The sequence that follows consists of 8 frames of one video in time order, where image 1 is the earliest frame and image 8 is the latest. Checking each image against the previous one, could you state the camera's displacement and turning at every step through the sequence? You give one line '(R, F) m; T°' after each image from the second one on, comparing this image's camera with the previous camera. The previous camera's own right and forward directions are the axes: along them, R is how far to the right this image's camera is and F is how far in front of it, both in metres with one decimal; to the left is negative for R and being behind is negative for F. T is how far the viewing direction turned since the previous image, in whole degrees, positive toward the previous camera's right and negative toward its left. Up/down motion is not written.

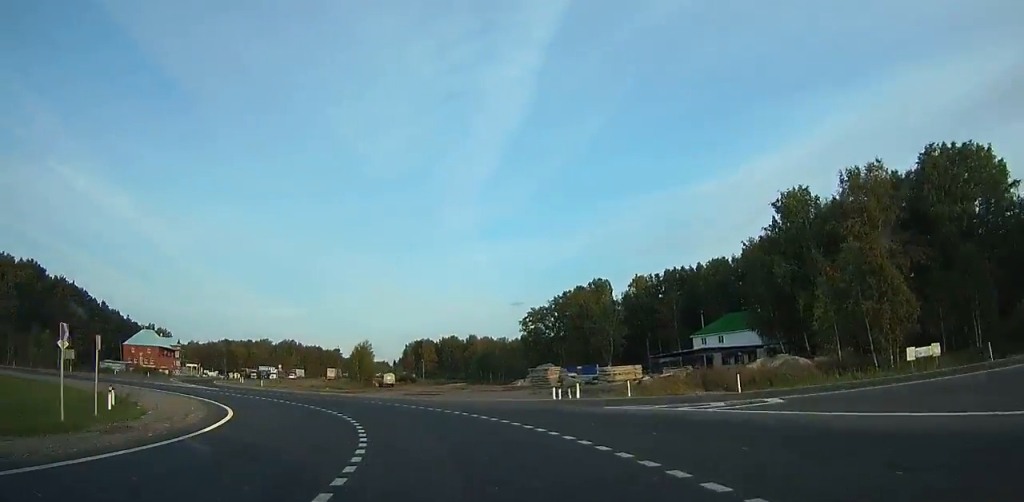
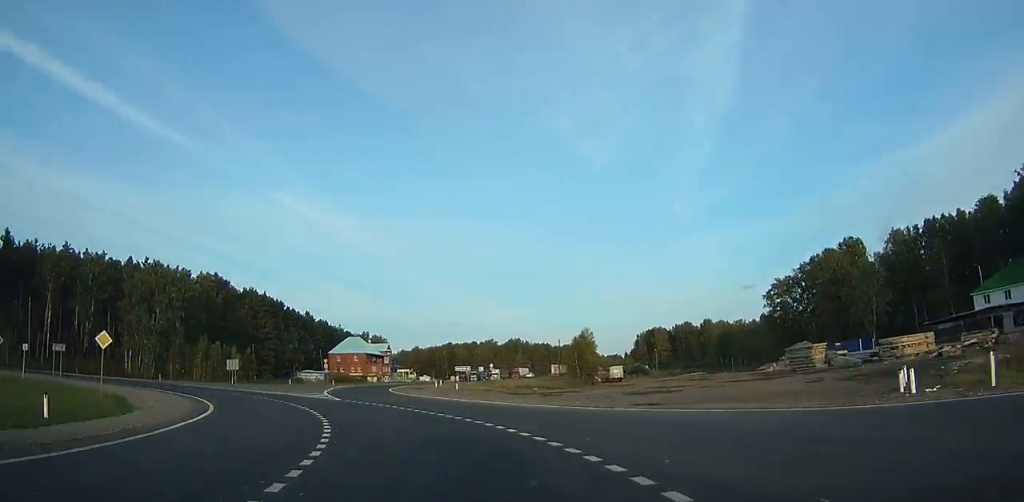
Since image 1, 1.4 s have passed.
(+1.8, +14.8) m; -13°
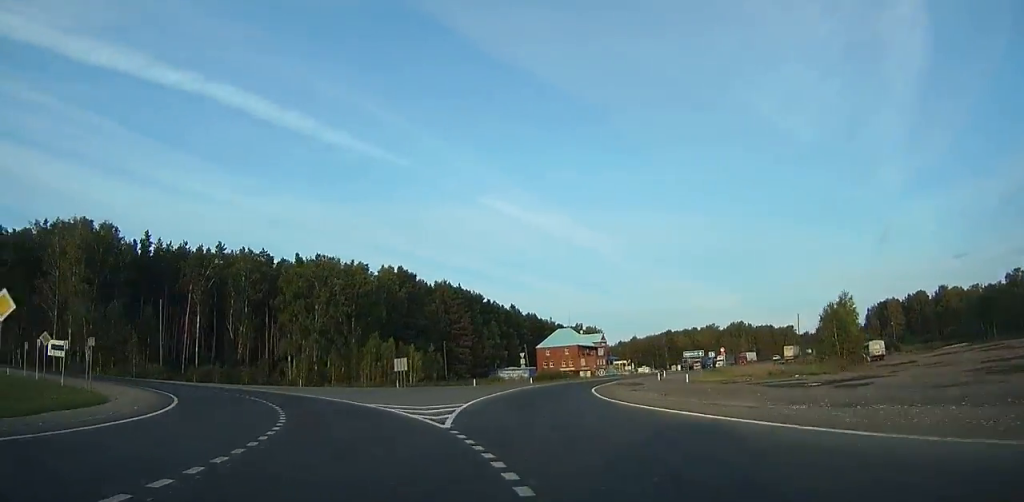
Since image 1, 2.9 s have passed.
(-5.4, +16.3) m; -13°
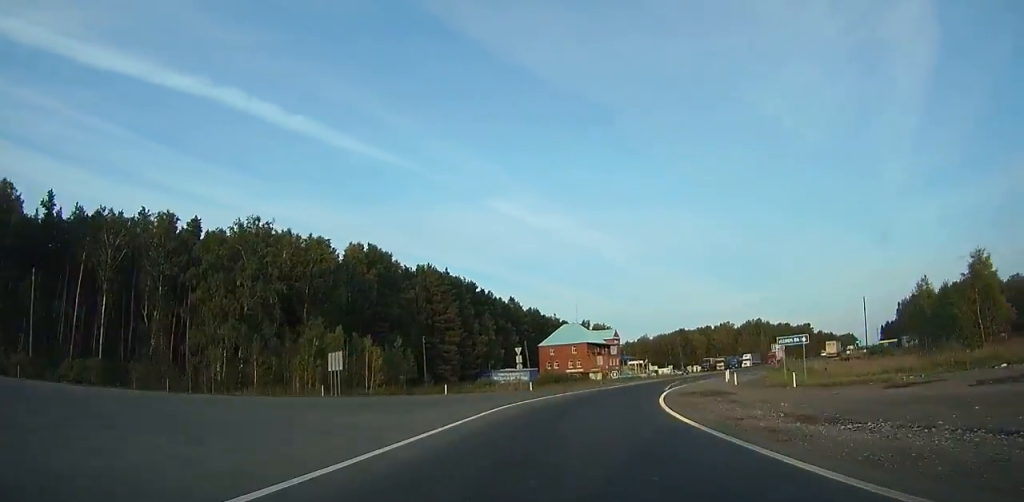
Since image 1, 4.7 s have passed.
(-2.9, +20.6) m; -13°
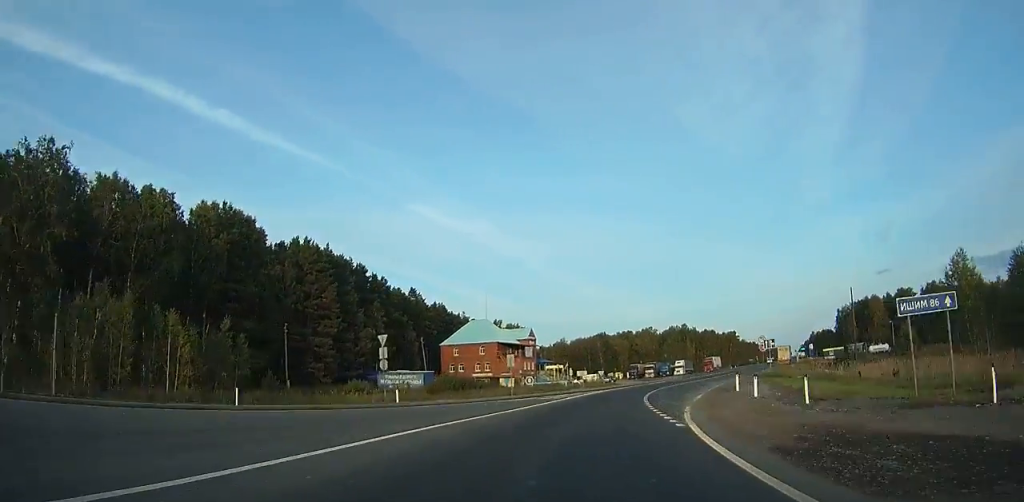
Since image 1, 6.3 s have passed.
(-2.4, +20.1) m; +1°
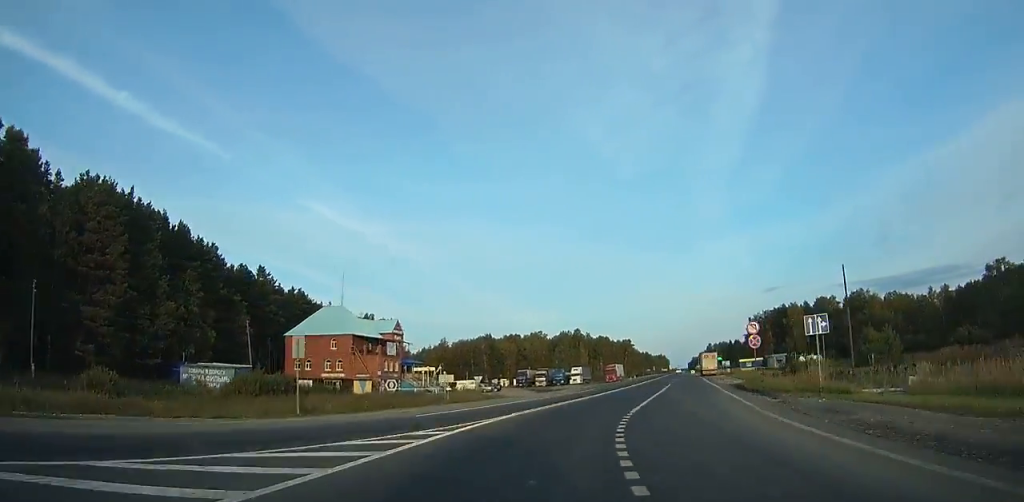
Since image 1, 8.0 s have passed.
(-0.7, +22.0) m; +3°
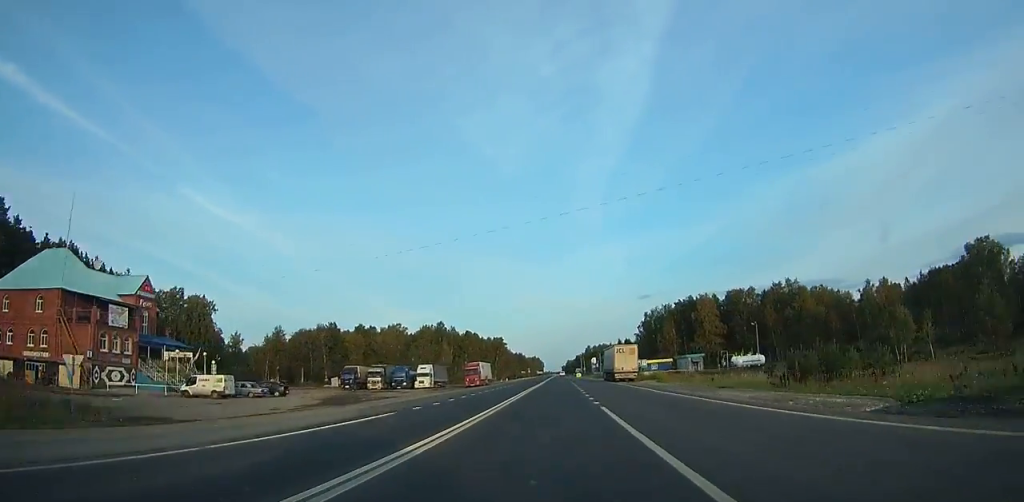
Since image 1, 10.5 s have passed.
(+3.0, +34.7) m; +11°
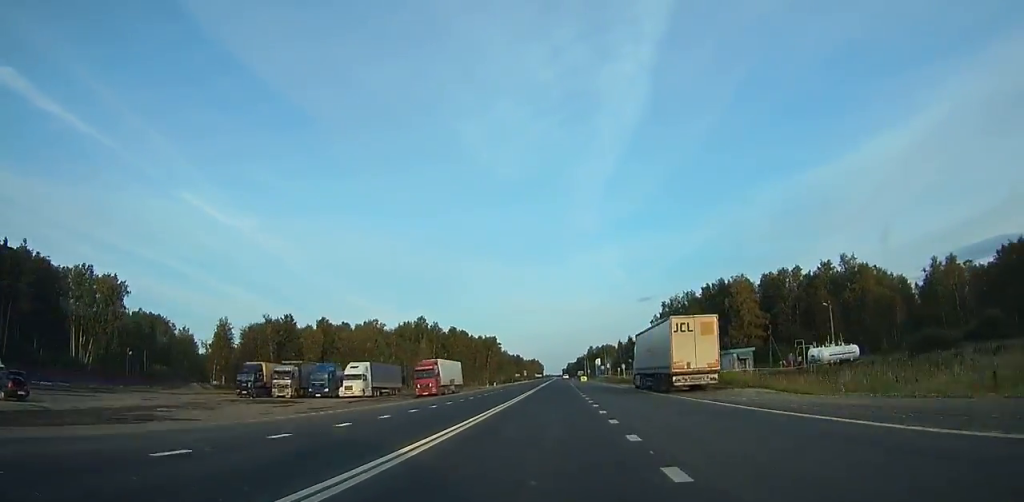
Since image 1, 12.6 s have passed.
(+3.3, +31.5) m; +5°
